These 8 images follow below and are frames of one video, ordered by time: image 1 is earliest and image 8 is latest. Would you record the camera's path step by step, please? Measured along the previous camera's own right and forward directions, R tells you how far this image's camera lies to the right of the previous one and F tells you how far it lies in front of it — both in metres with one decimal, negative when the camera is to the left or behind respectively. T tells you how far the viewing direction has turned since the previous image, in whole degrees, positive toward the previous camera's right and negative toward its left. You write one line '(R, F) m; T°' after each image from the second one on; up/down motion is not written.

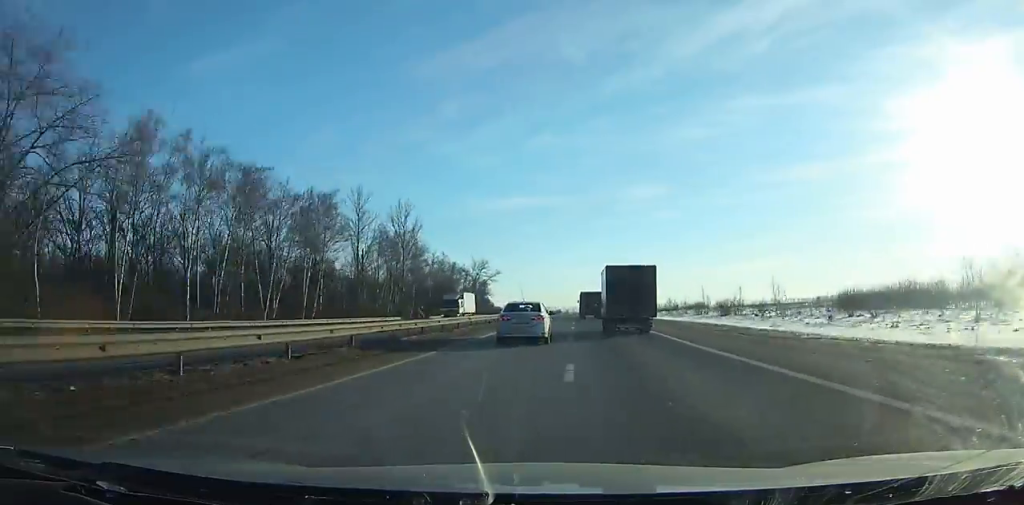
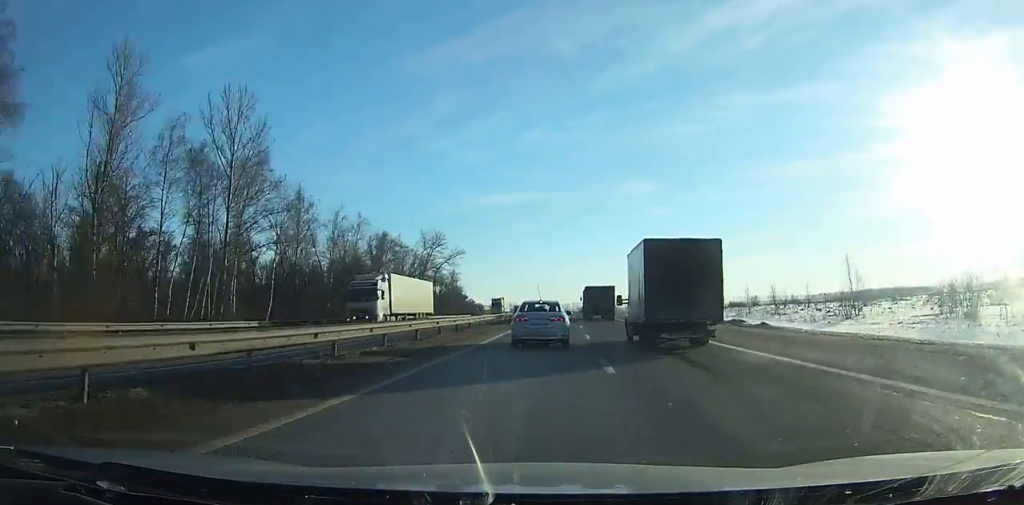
(-0.1, +58.8) m; 0°
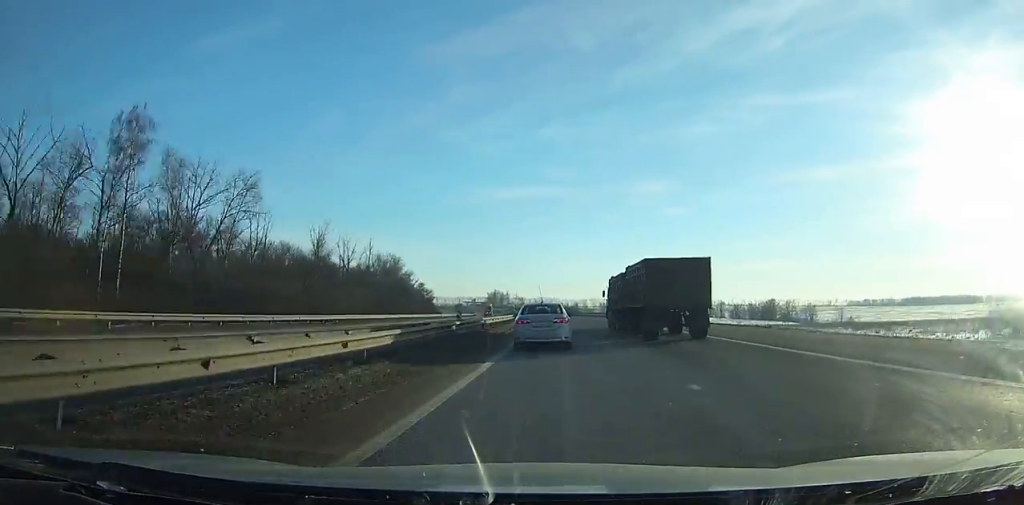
(-0.8, +159.8) m; -2°
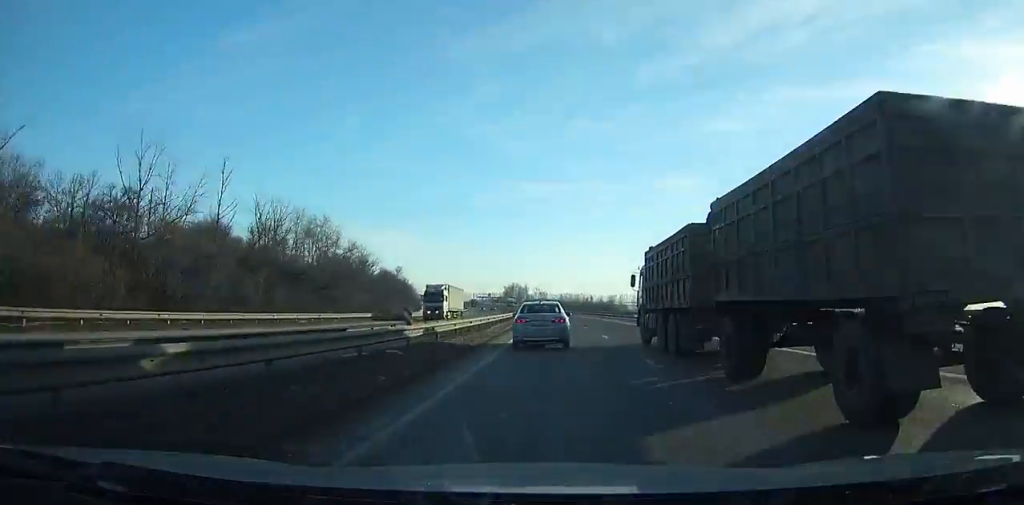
(-2.1, +80.9) m; -3°
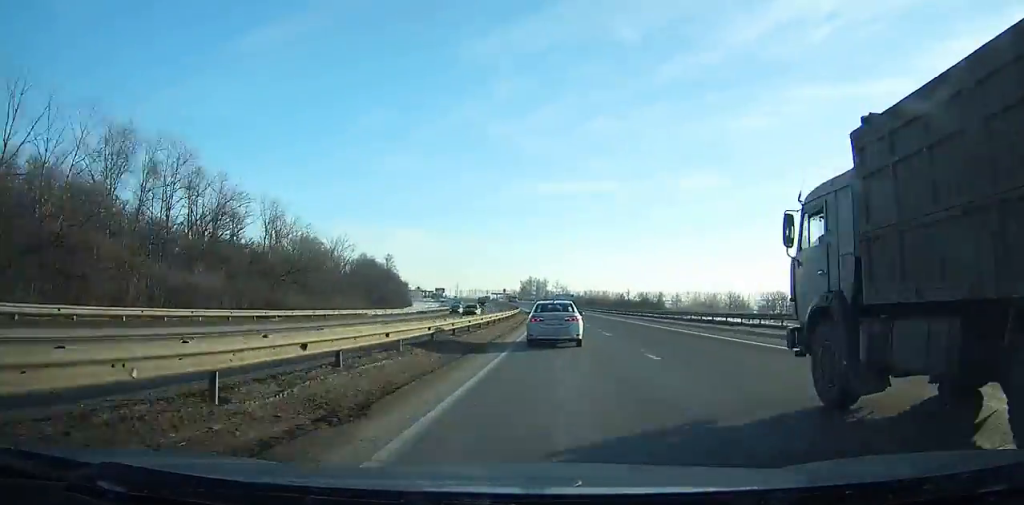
(-1.0, +57.6) m; -2°
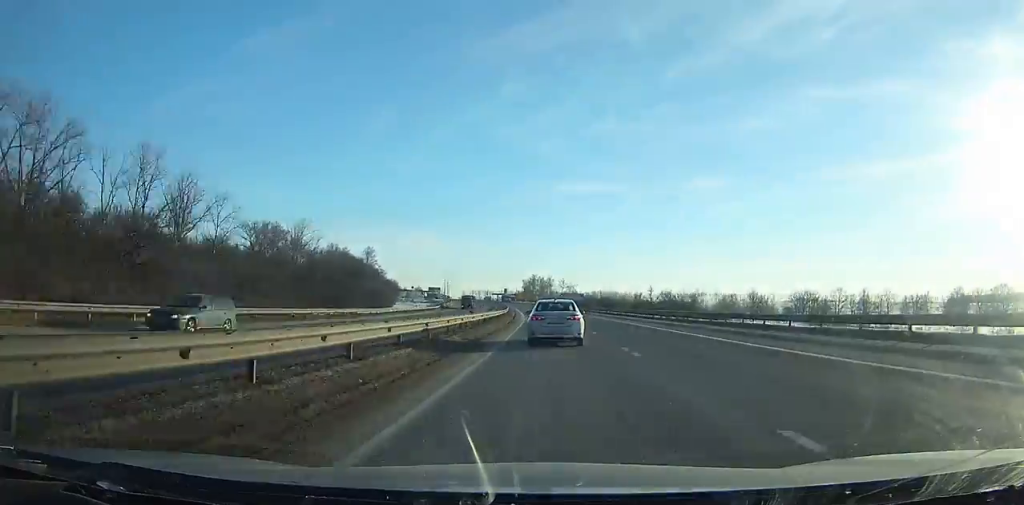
(-0.4, +34.0) m; -1°
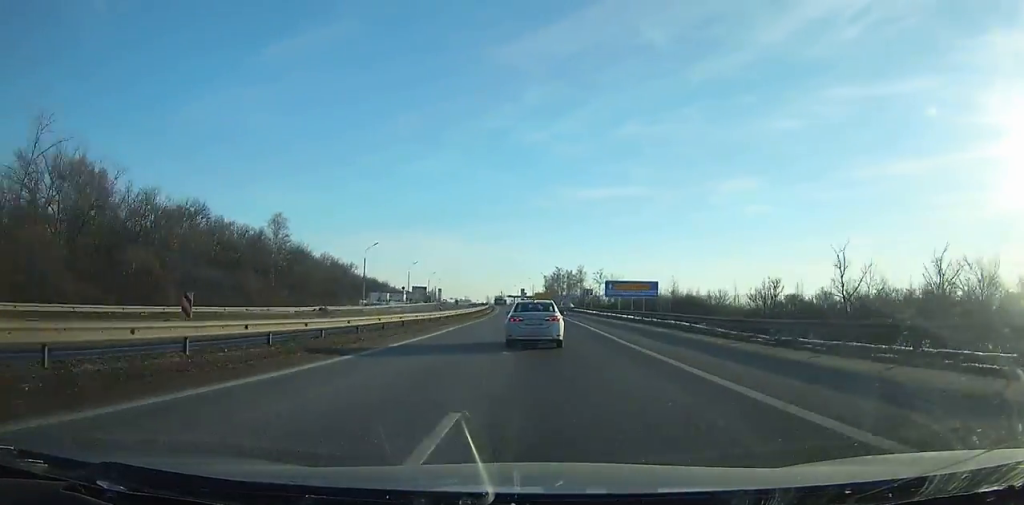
(-2.7, +90.7) m; -4°
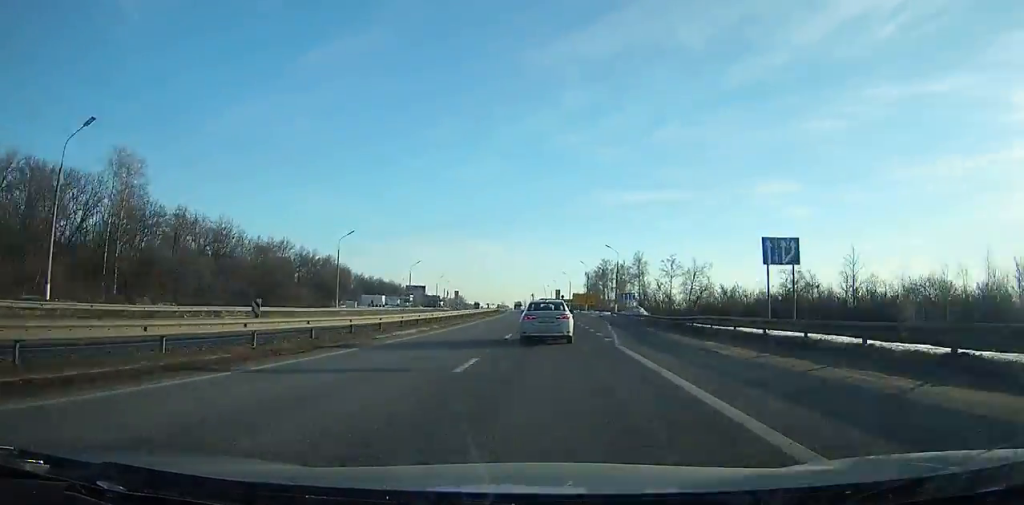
(-1.8, +63.6) m; -3°
